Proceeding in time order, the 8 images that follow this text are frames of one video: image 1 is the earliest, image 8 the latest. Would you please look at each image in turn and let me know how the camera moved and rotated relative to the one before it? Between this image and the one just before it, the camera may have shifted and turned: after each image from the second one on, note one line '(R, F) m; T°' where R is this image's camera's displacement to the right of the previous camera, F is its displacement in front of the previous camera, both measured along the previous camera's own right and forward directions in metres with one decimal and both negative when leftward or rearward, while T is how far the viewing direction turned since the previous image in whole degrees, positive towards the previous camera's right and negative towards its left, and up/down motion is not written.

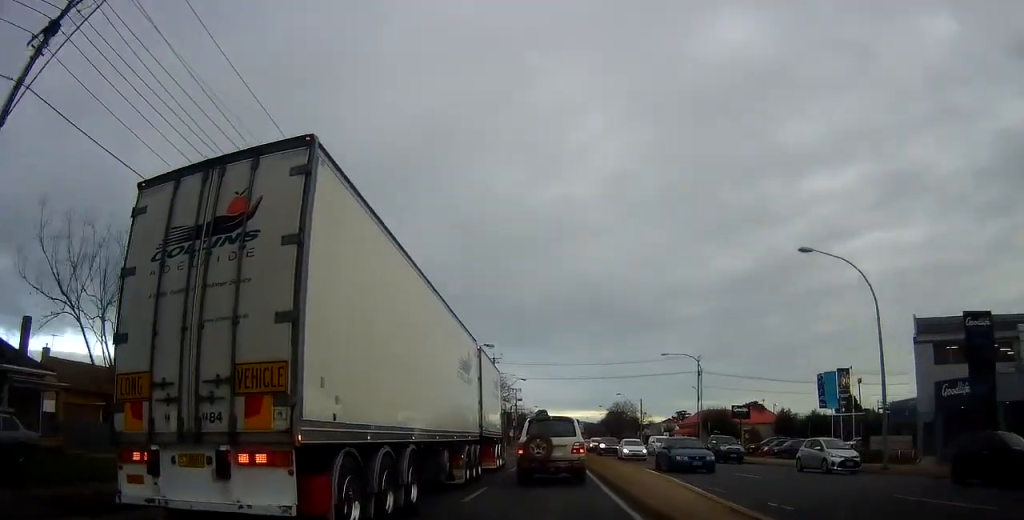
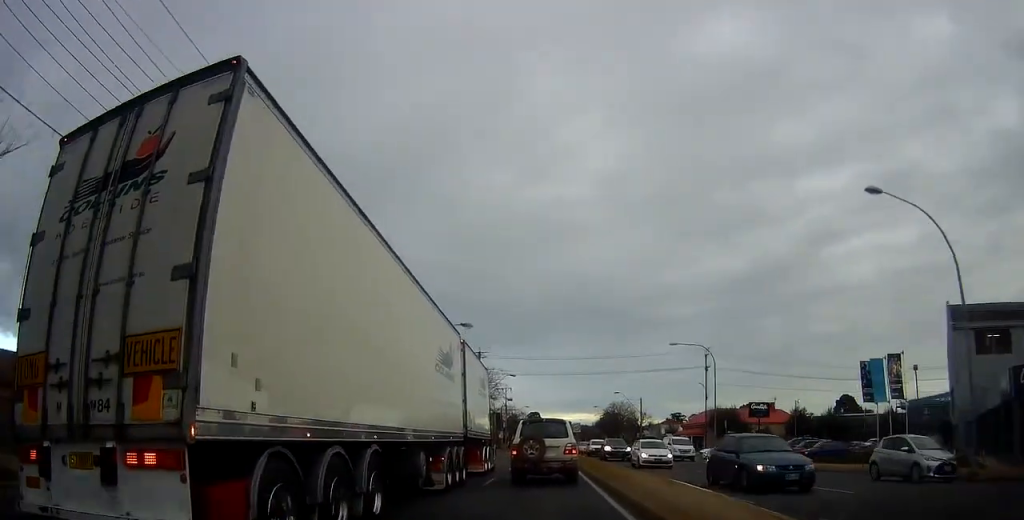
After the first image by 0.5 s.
(0.0, +6.9) m; +2°
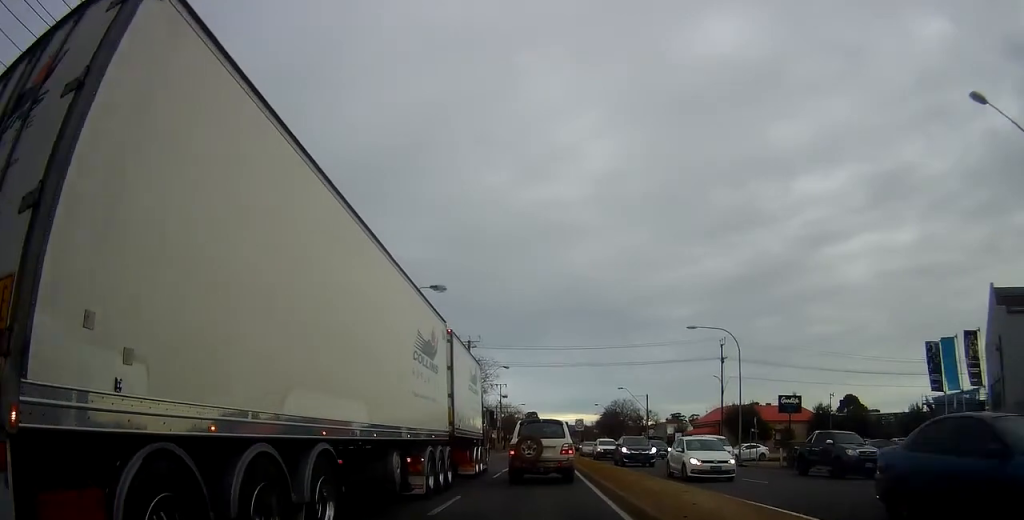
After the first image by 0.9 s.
(-0.2, +6.9) m; +2°
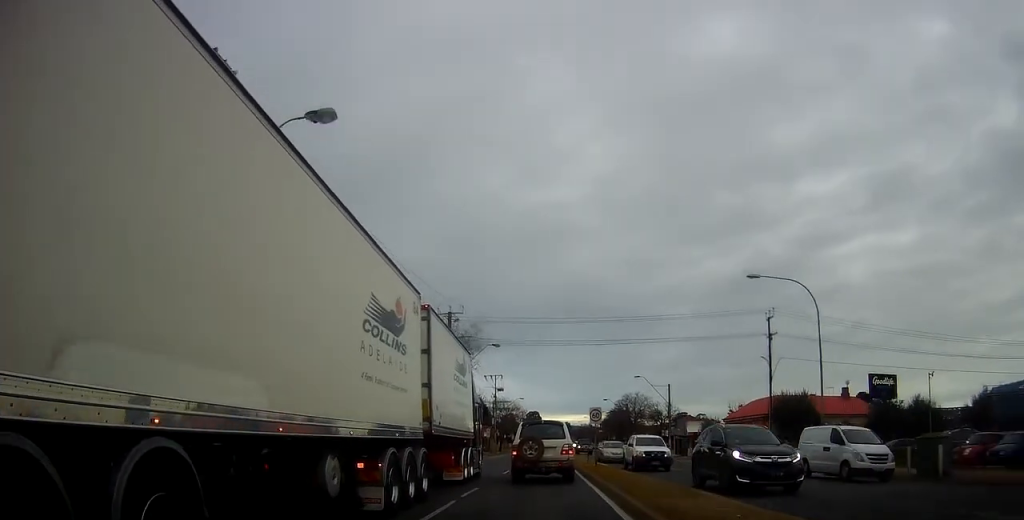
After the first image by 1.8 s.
(+0.8, +12.6) m; +1°
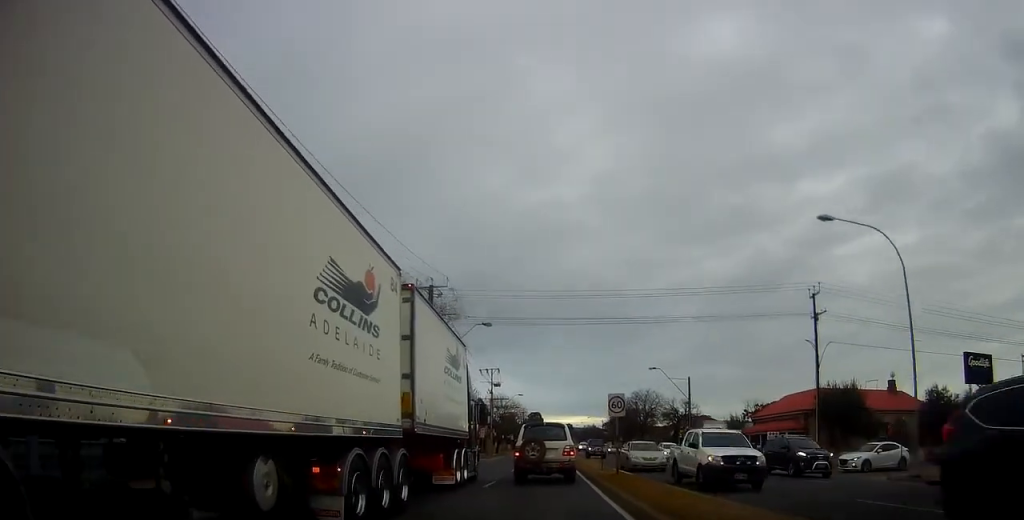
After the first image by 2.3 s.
(-0.1, +8.2) m; -1°
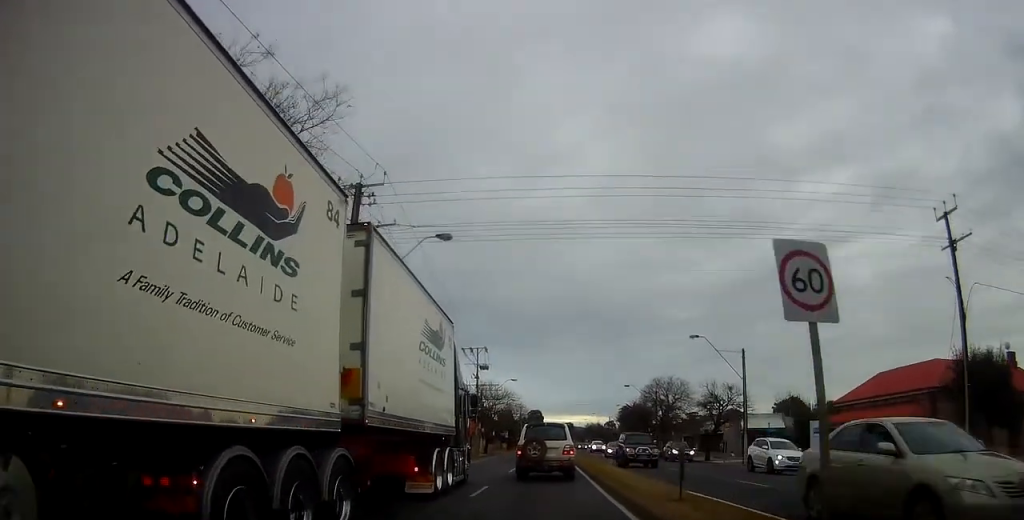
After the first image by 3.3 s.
(-0.4, +15.6) m; -1°
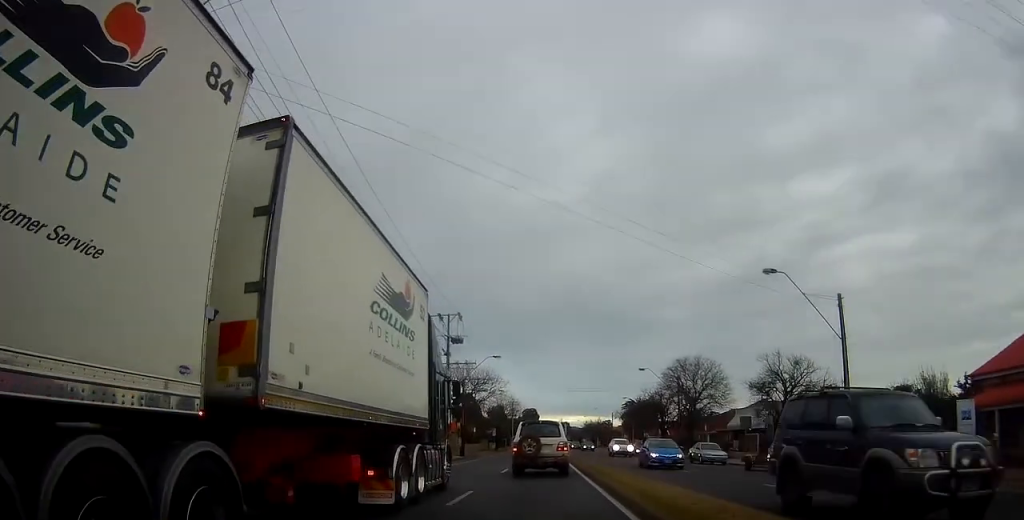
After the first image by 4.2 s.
(0.0, +14.8) m; +1°
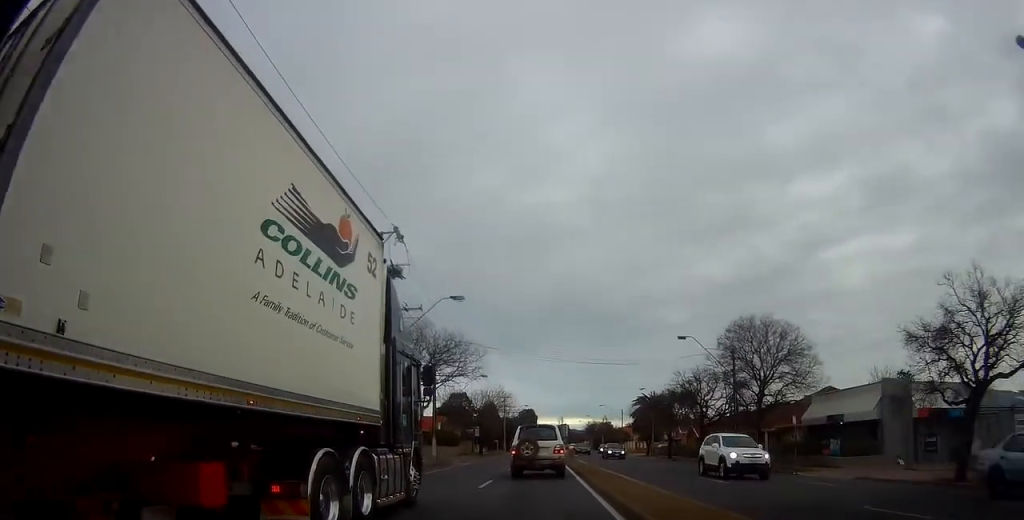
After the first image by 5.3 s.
(+0.2, +17.7) m; -1°
